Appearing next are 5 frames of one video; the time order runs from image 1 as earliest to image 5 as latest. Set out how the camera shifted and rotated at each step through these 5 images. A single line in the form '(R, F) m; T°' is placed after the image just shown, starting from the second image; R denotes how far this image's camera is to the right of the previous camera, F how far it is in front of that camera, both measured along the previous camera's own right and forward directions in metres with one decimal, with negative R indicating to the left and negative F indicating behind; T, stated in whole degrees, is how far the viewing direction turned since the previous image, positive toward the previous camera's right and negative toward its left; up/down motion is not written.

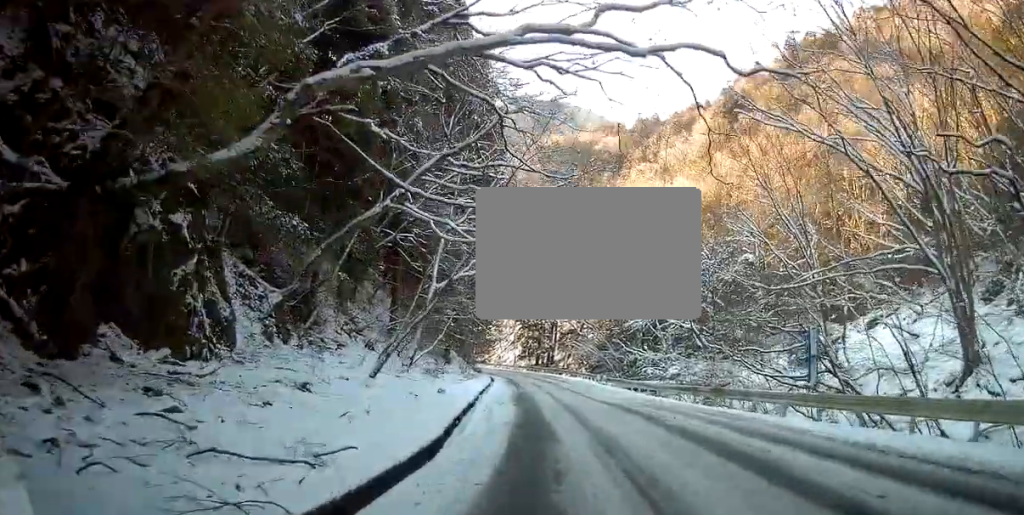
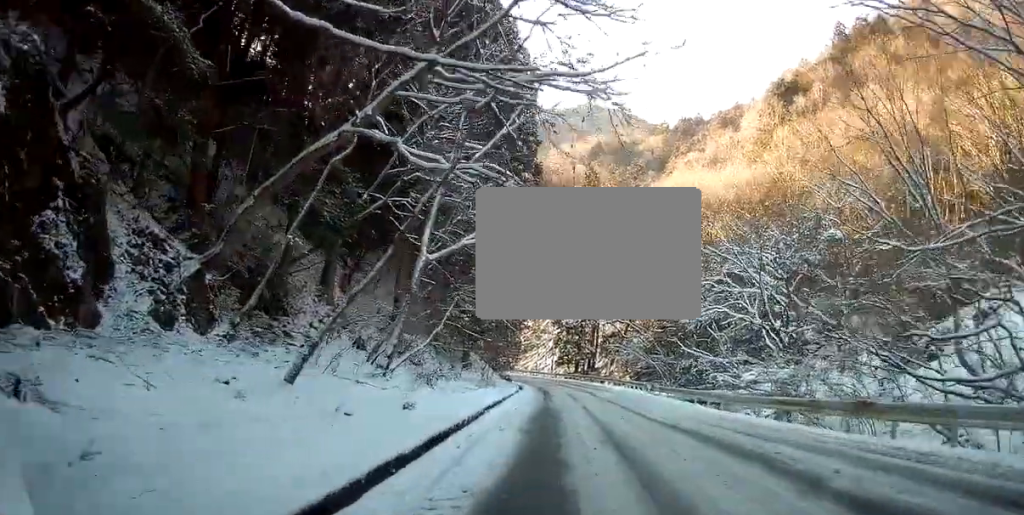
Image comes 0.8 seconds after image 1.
(-0.7, +7.5) m; -3°
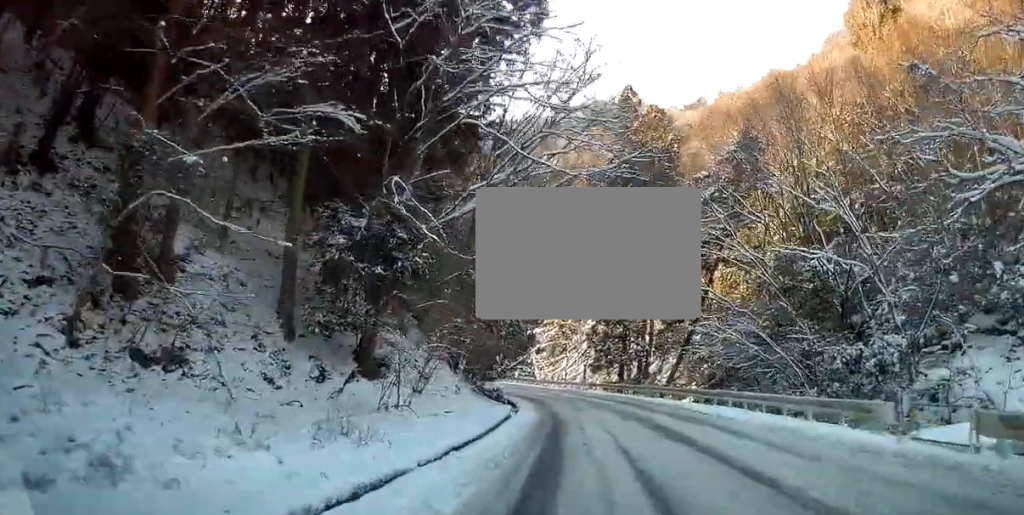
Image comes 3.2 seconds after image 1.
(+2.6, +24.3) m; +7°
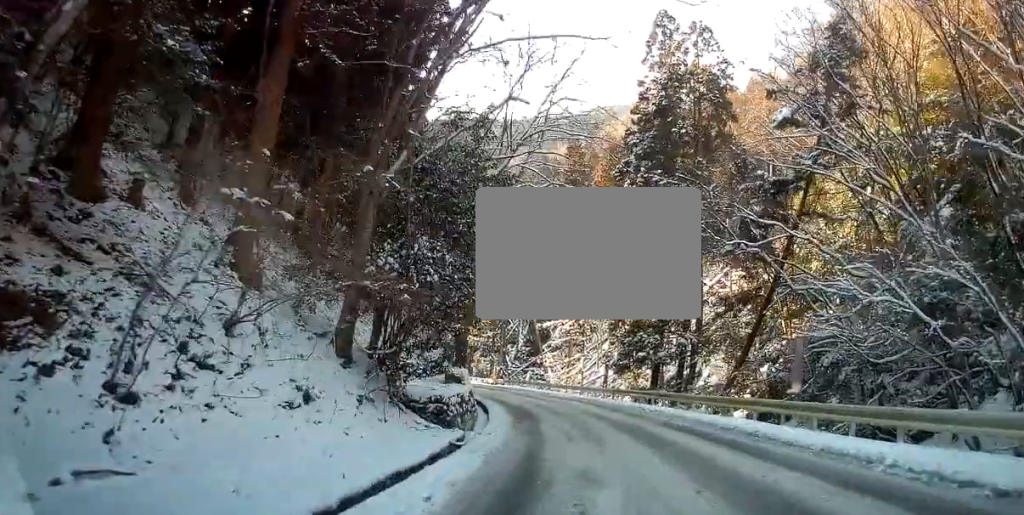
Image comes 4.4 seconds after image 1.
(-0.9, +15.0) m; -13°
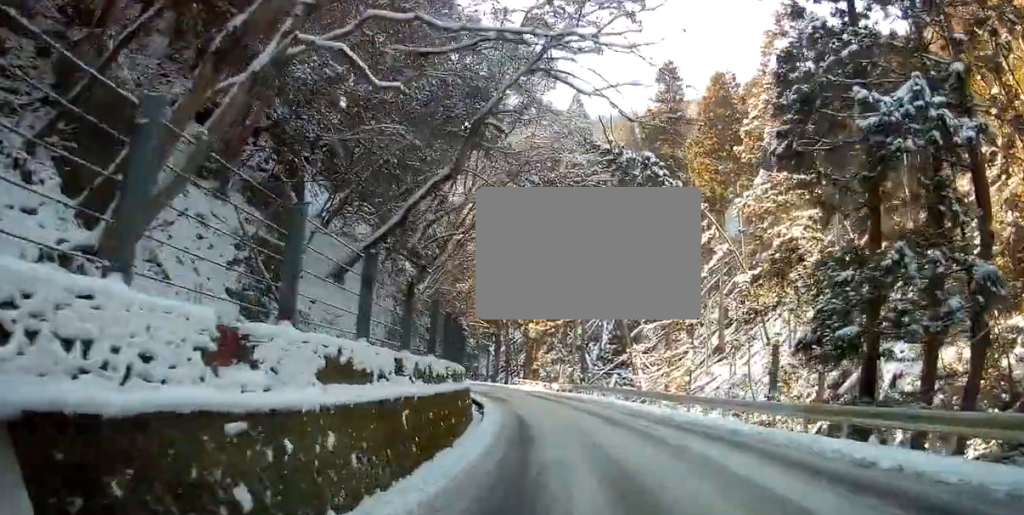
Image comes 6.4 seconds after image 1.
(-4.1, +28.1) m; -10°
